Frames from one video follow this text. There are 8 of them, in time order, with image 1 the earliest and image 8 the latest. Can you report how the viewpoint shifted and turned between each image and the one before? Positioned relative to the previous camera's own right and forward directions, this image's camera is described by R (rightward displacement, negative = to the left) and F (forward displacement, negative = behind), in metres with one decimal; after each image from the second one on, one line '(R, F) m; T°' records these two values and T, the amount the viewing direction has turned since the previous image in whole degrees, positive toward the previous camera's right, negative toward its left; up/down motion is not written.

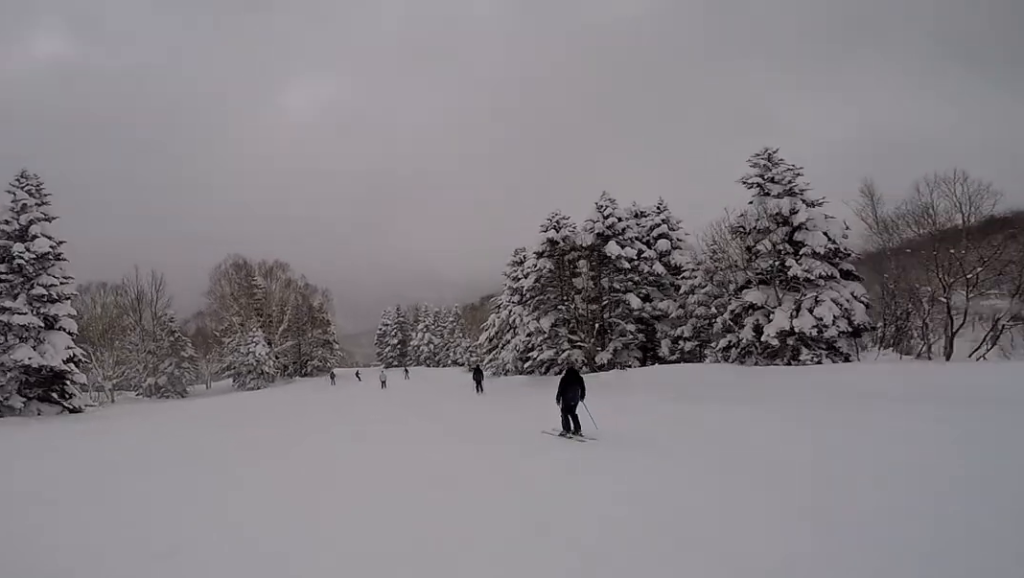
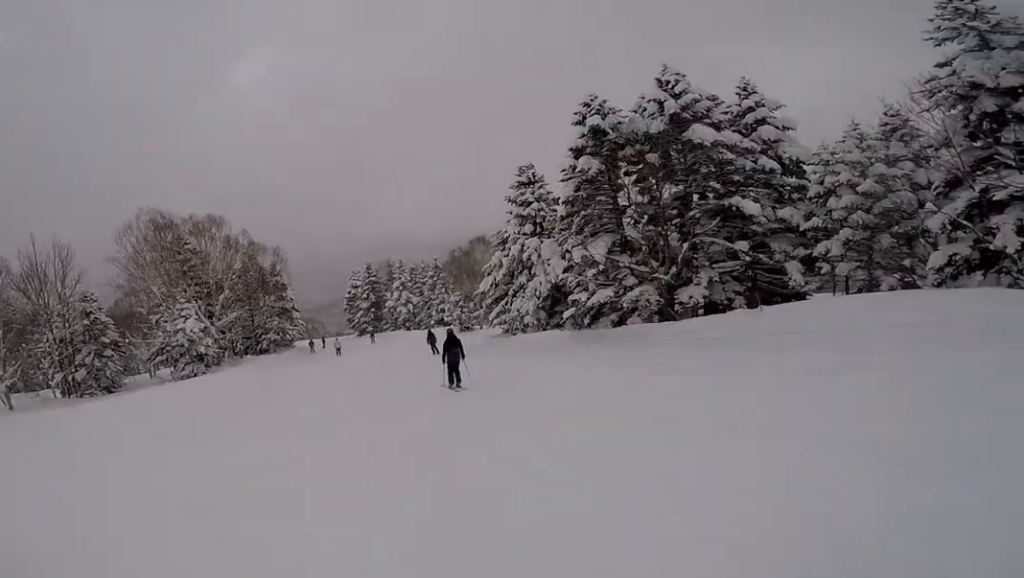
(+0.6, +10.6) m; +2°
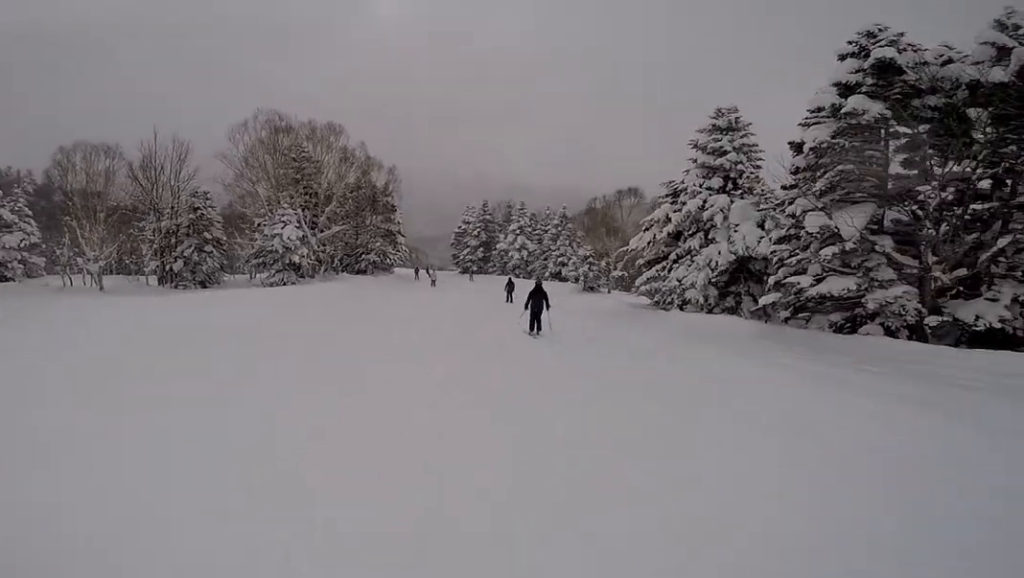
(-0.1, +4.8) m; -3°
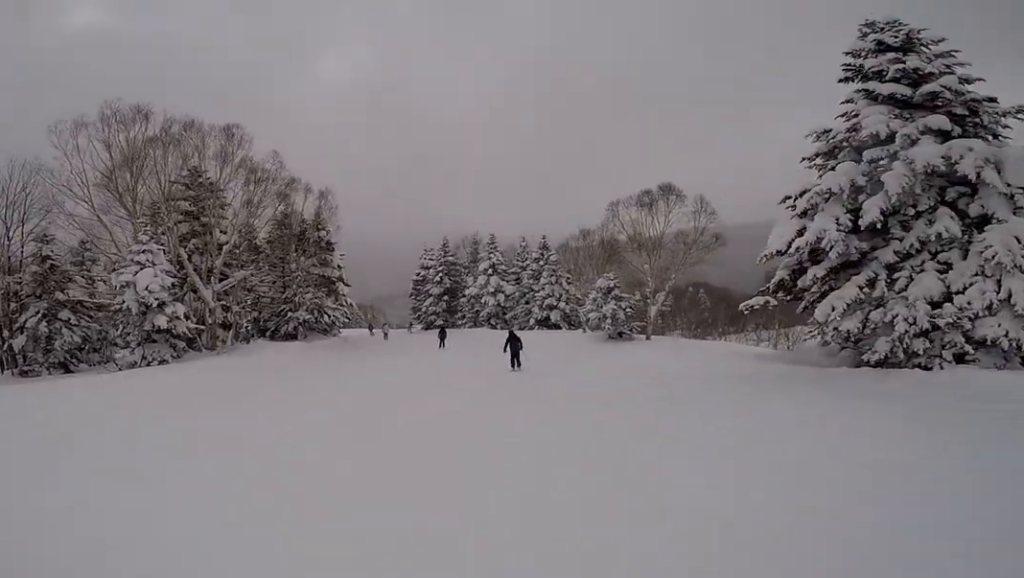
(-1.4, +13.1) m; -6°
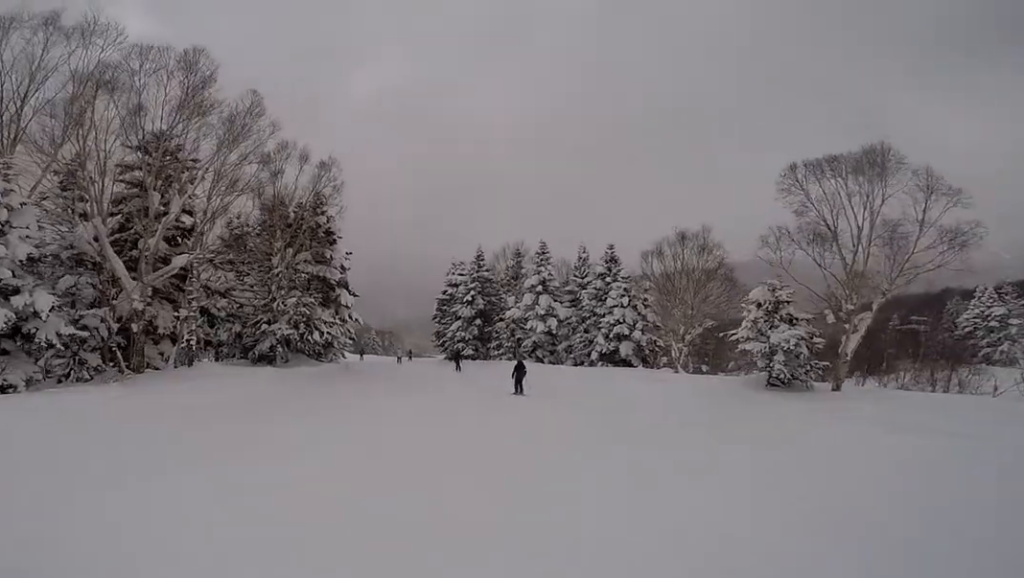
(+0.5, +10.4) m; +9°
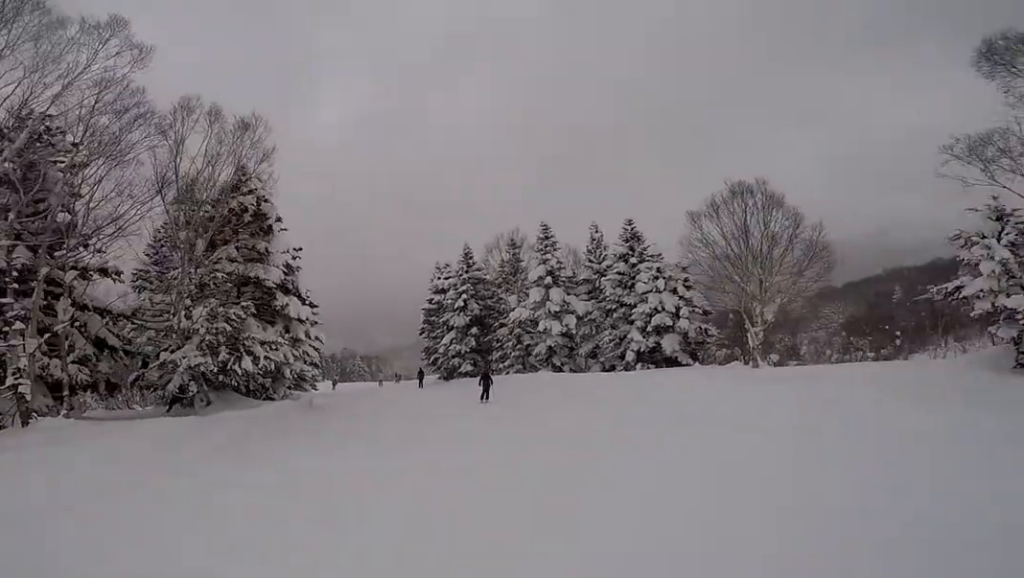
(+0.8, +8.2) m; -1°
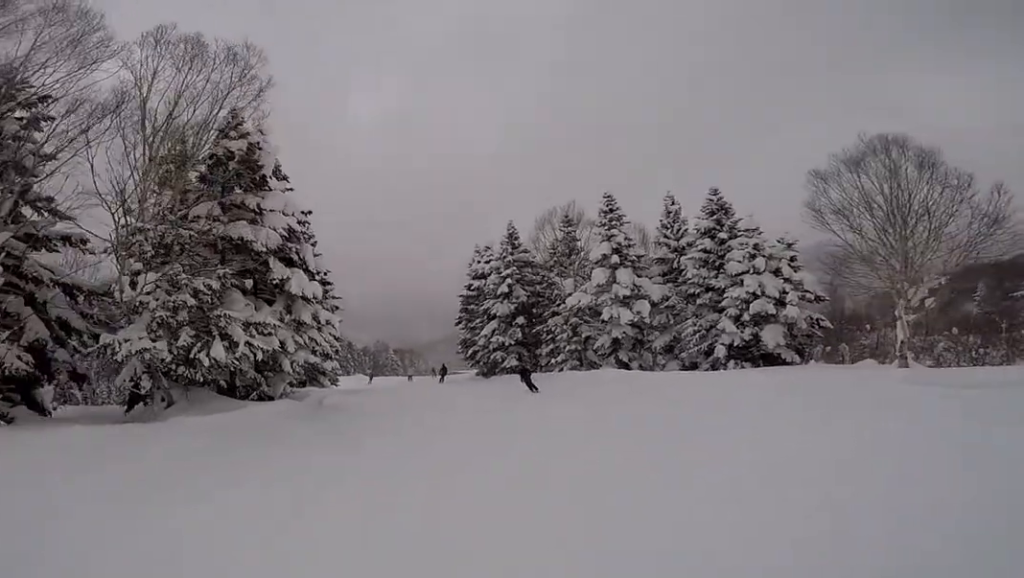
(-0.6, +4.9) m; -5°
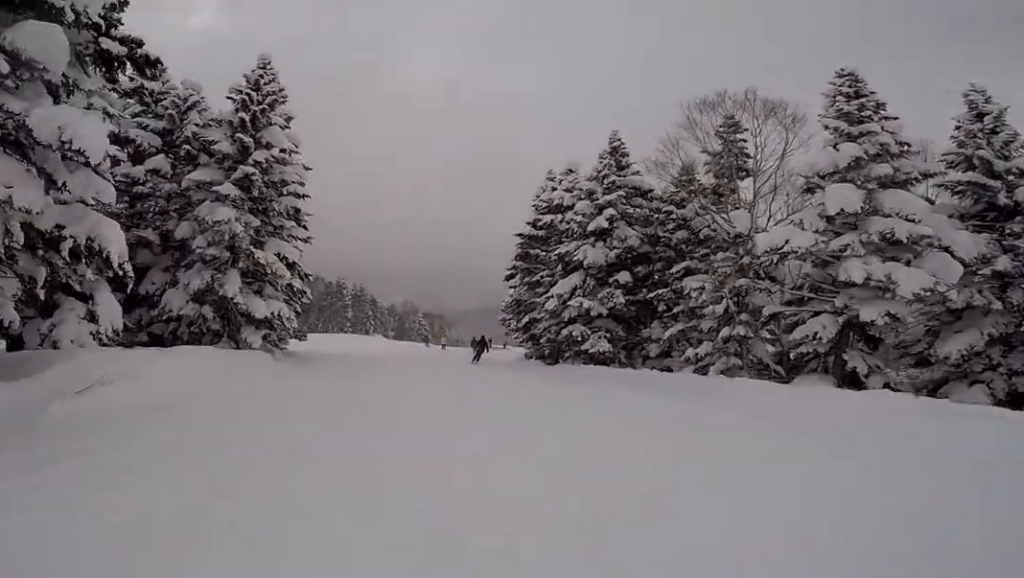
(-0.7, +13.7) m; -3°
